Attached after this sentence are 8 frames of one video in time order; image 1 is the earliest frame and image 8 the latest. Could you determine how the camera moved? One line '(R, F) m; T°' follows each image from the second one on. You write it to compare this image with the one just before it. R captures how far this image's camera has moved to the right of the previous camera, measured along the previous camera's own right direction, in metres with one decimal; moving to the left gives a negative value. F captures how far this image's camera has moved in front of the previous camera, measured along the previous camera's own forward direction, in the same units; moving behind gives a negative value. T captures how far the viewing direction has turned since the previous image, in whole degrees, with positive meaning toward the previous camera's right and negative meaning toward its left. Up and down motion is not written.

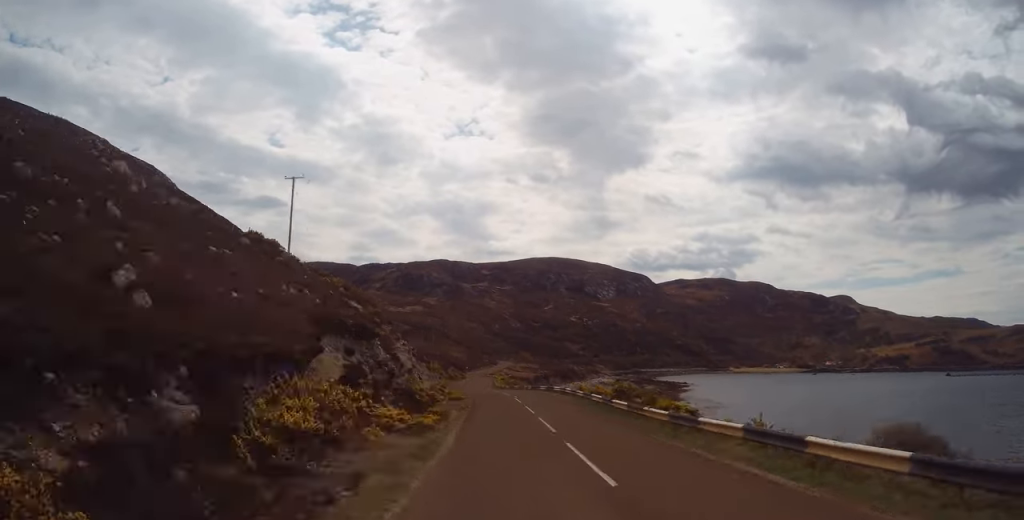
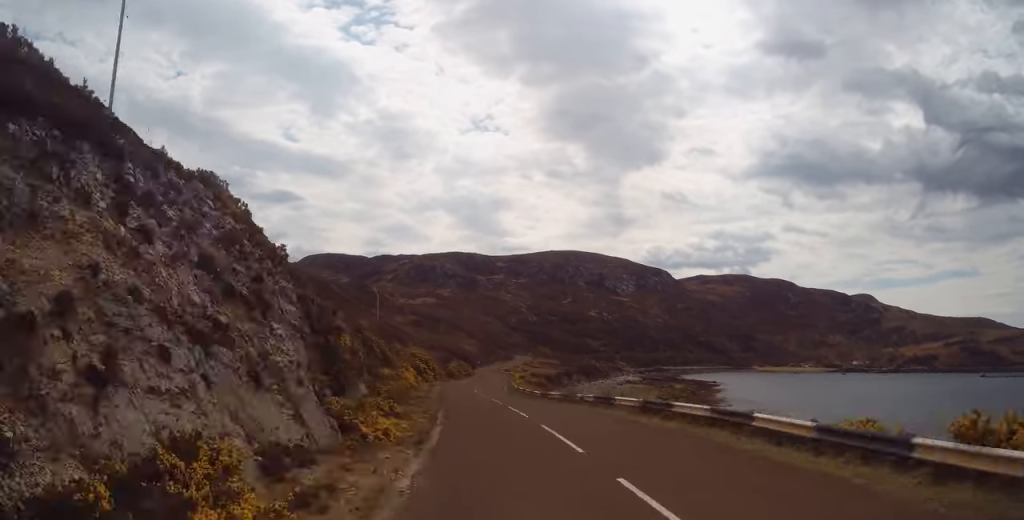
(-0.8, +32.4) m; -1°
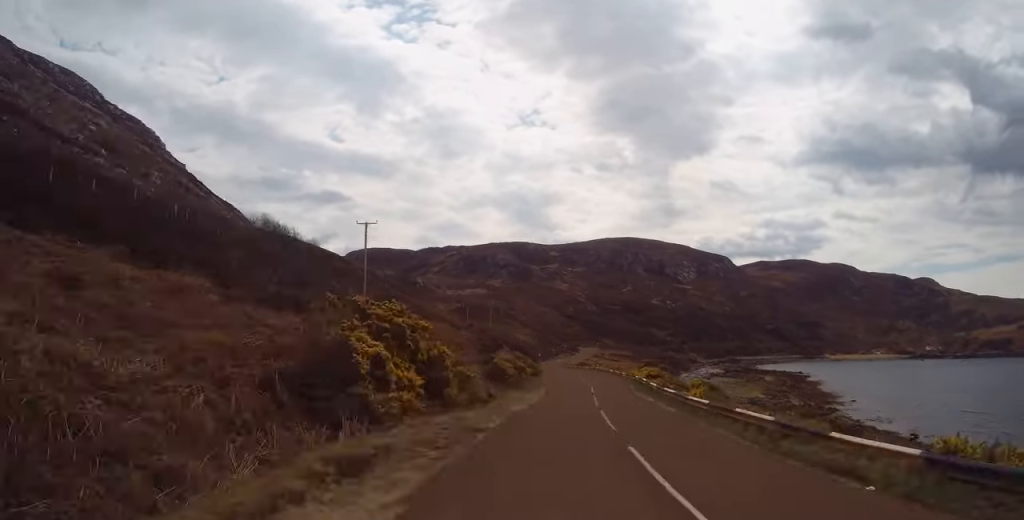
(+0.5, +51.4) m; +1°
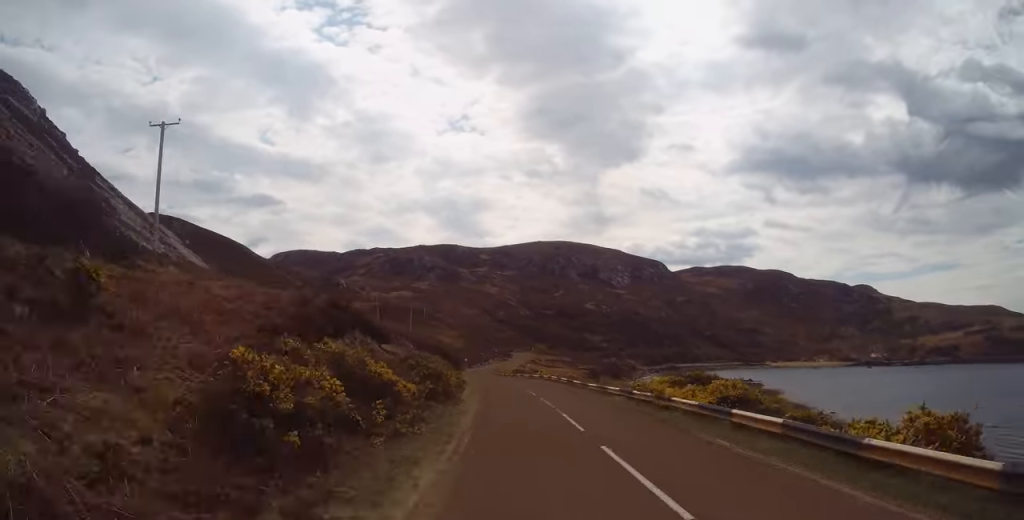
(+0.2, +27.8) m; 0°
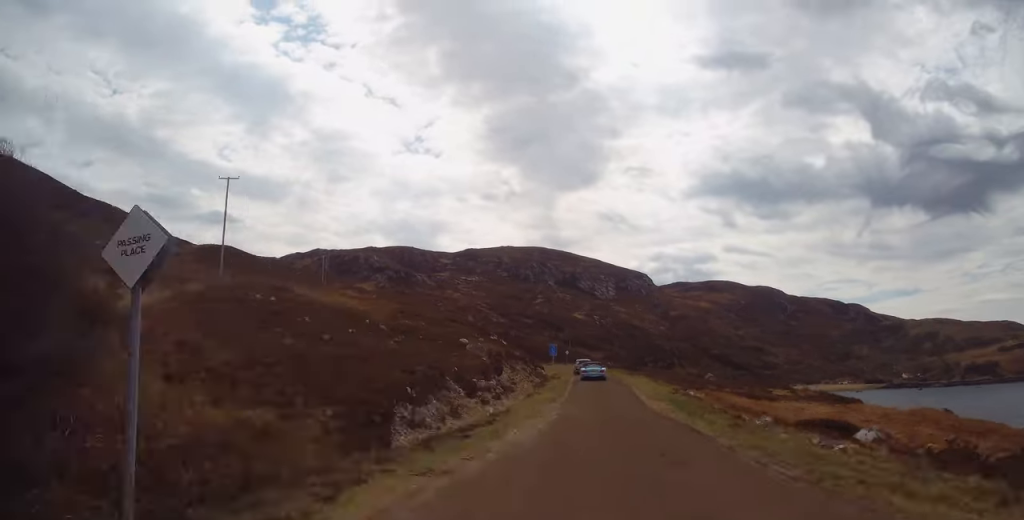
(+7.6, +135.3) m; +9°
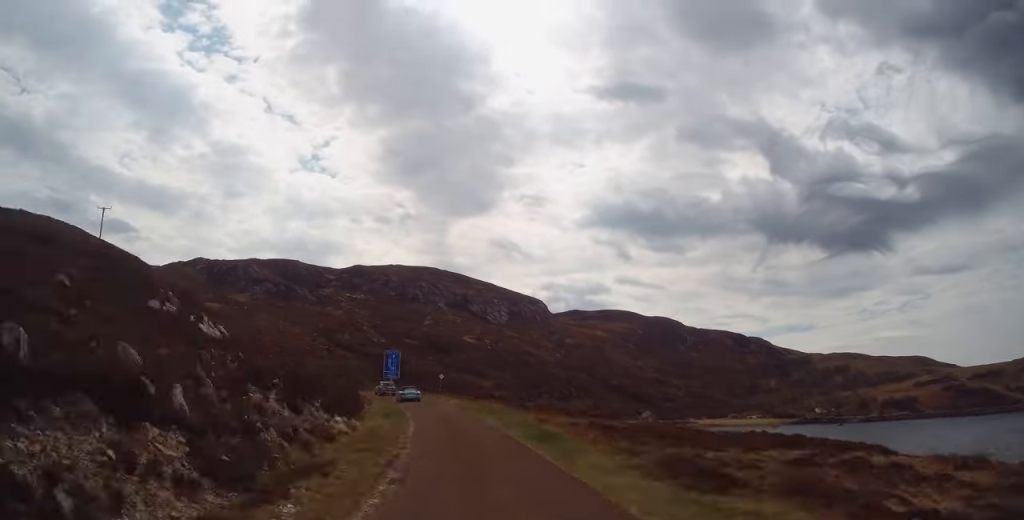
(-0.1, +39.3) m; -4°
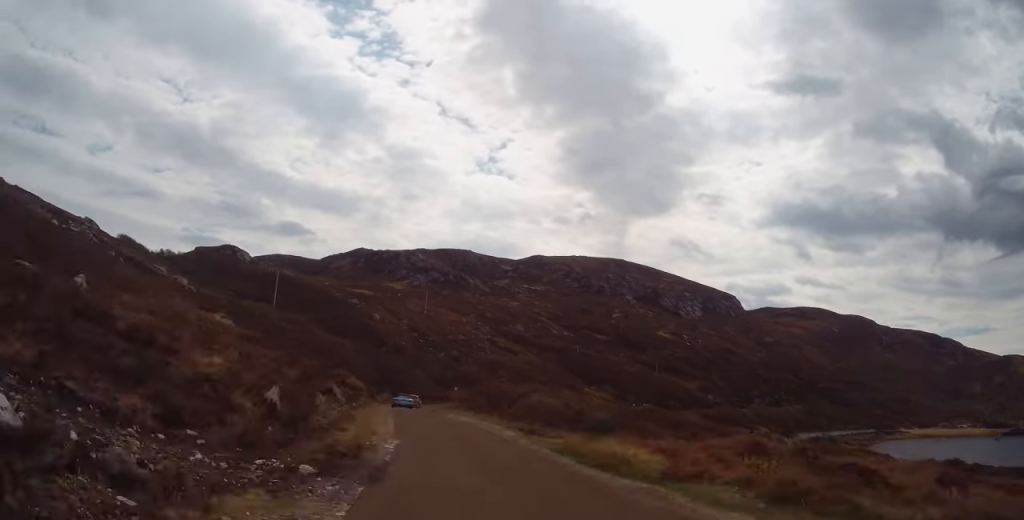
(-6.1, +61.4) m; -8°
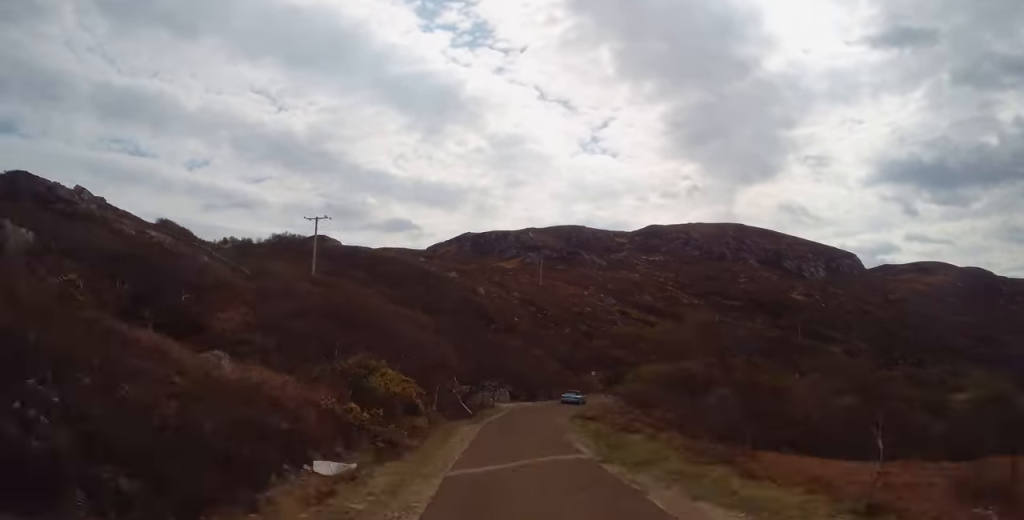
(-0.6, +29.1) m; +3°
